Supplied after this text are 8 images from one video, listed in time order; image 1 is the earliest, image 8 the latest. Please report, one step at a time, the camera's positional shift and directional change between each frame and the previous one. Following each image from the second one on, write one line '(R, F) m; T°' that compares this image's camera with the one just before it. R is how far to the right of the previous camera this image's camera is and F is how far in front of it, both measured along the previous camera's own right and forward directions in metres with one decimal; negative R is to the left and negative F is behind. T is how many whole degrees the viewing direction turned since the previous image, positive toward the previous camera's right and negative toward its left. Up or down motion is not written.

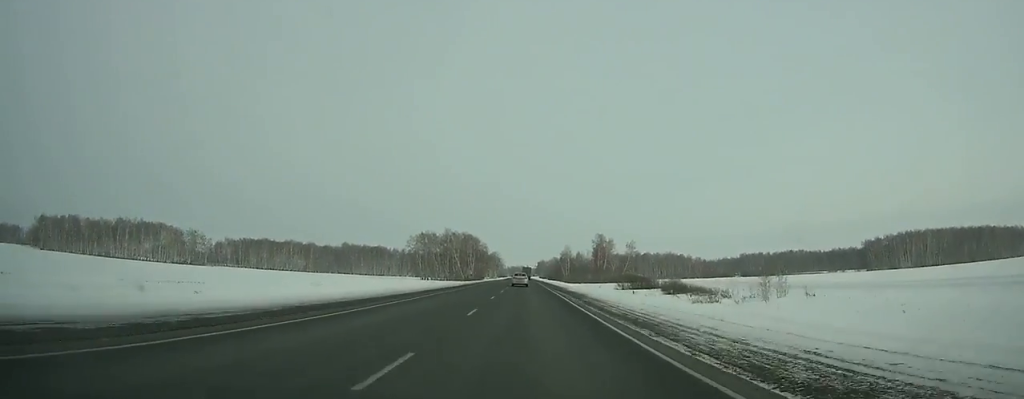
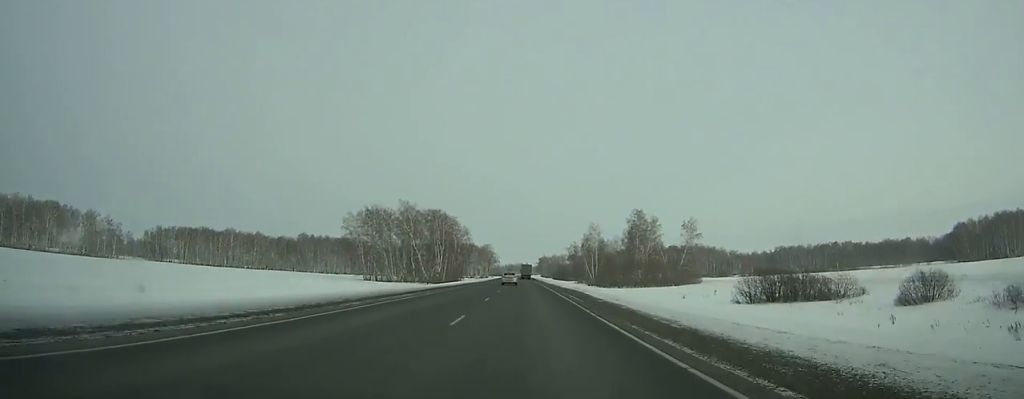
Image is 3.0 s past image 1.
(0.0, +87.8) m; 0°
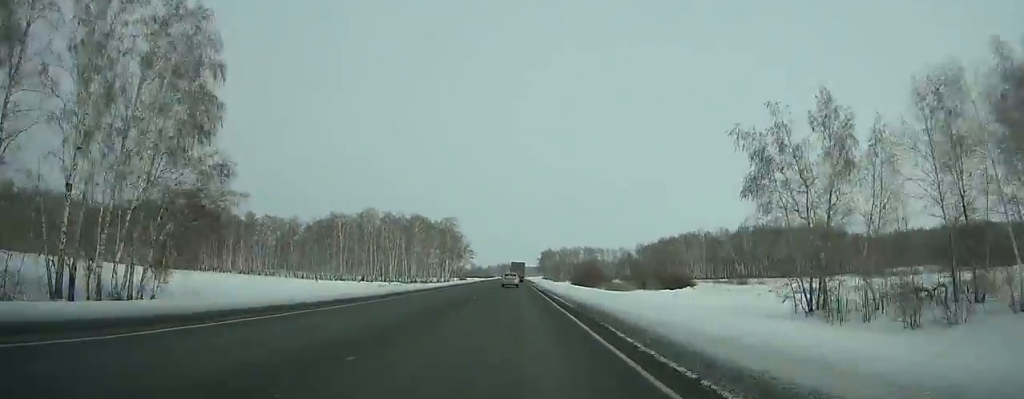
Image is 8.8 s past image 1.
(0.0, +159.5) m; 0°
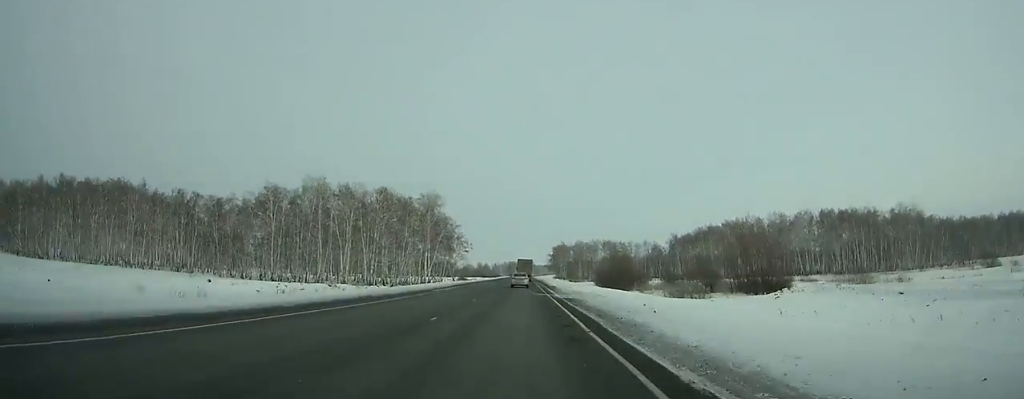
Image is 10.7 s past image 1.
(-0.1, +48.7) m; 0°
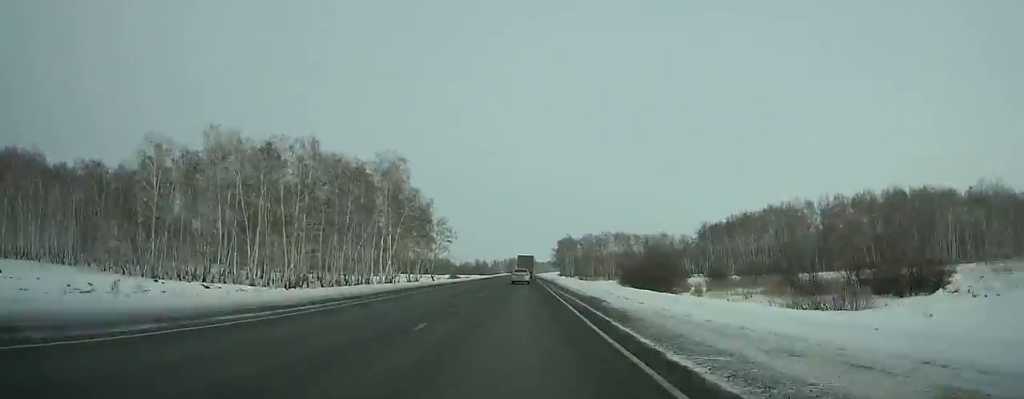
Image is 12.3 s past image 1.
(-0.2, +40.0) m; 0°
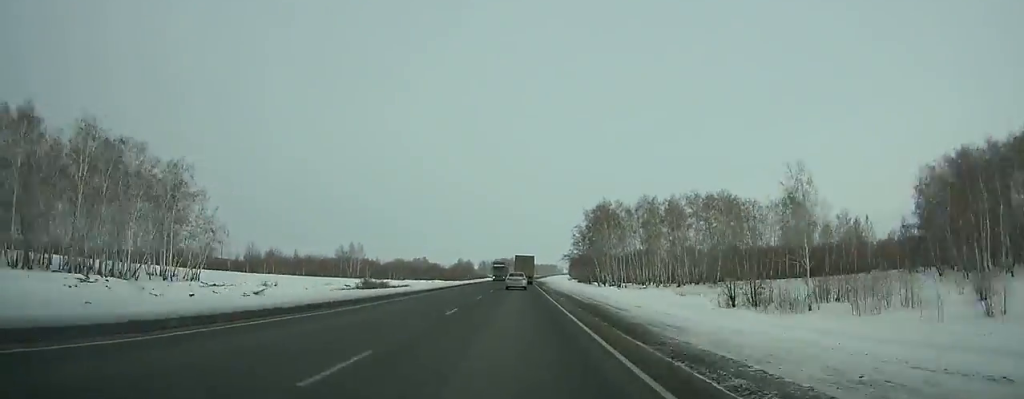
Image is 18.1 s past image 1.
(+0.4, +137.6) m; +1°
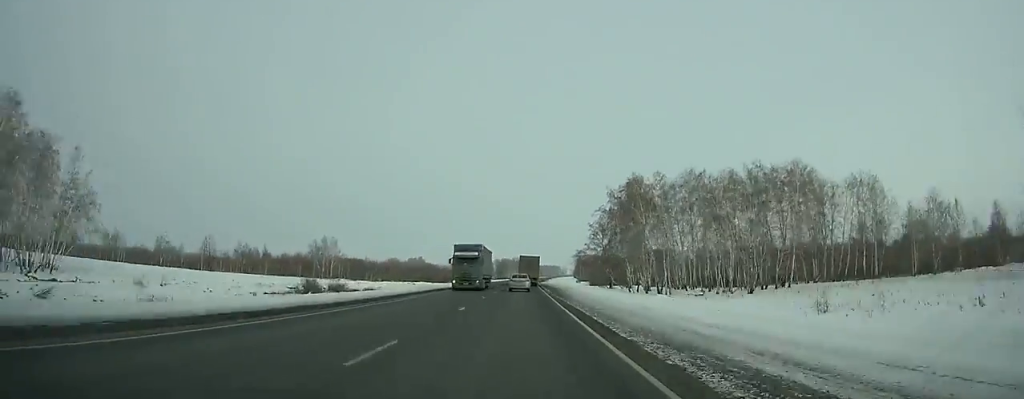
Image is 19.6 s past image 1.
(+0.1, +35.0) m; 0°
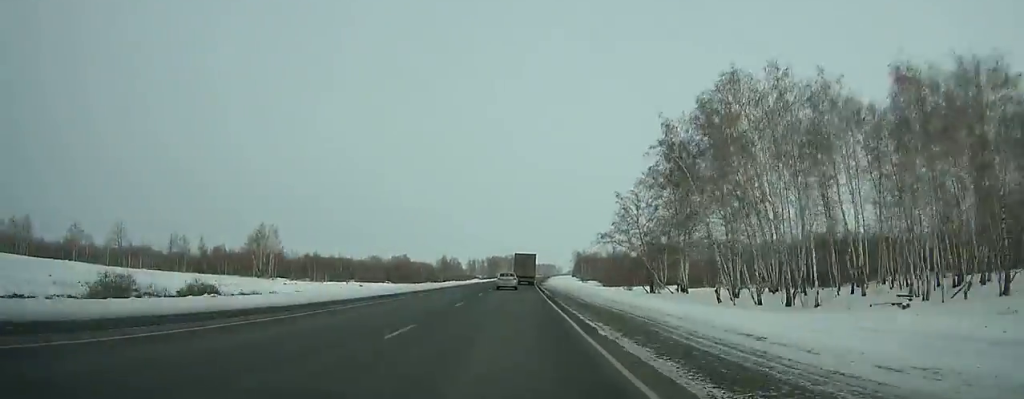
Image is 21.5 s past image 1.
(0.0, +44.2) m; +1°
